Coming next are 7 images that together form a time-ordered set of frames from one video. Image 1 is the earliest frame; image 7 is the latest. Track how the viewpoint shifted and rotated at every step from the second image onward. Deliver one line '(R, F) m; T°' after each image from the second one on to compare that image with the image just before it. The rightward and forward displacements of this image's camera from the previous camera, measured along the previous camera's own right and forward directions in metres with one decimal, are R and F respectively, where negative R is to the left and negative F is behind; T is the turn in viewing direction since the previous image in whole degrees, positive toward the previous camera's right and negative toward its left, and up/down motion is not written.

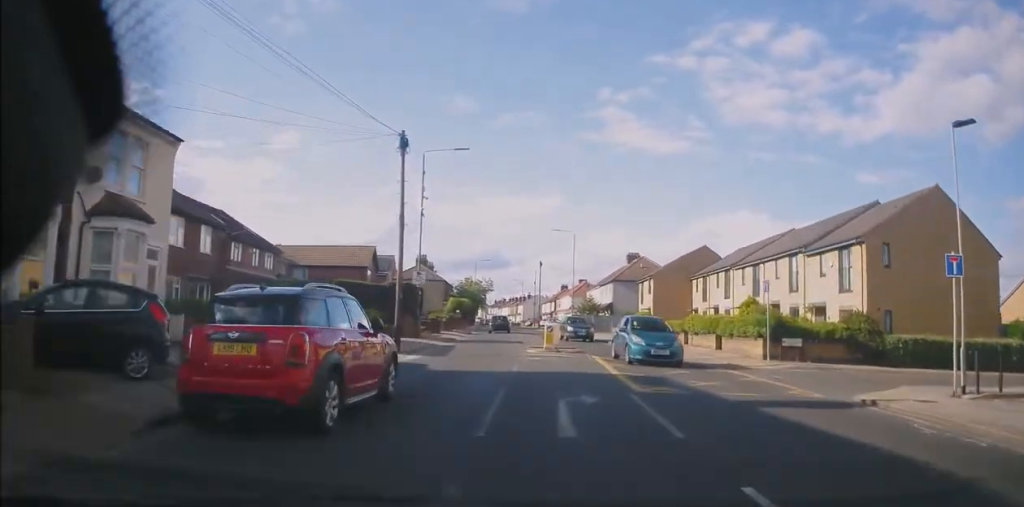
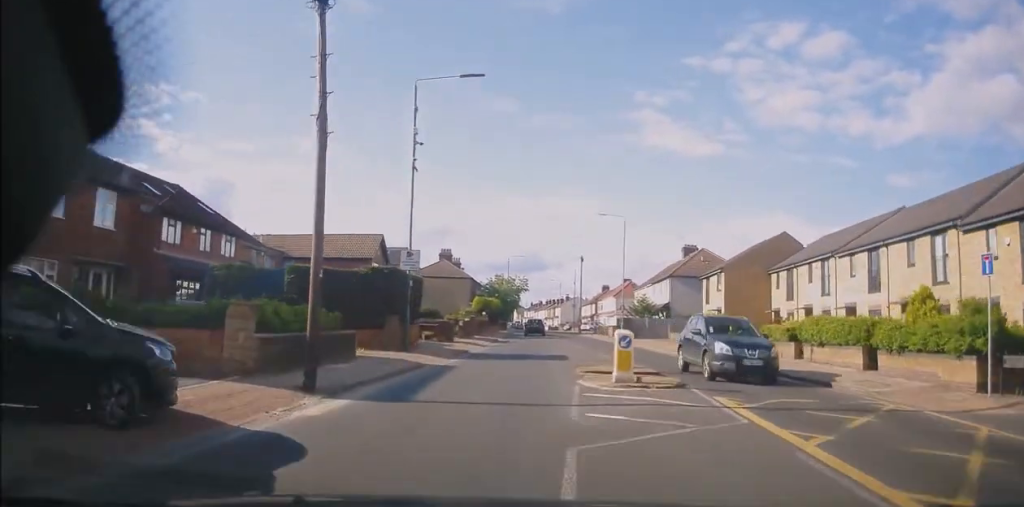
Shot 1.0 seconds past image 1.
(-0.3, +10.7) m; -2°
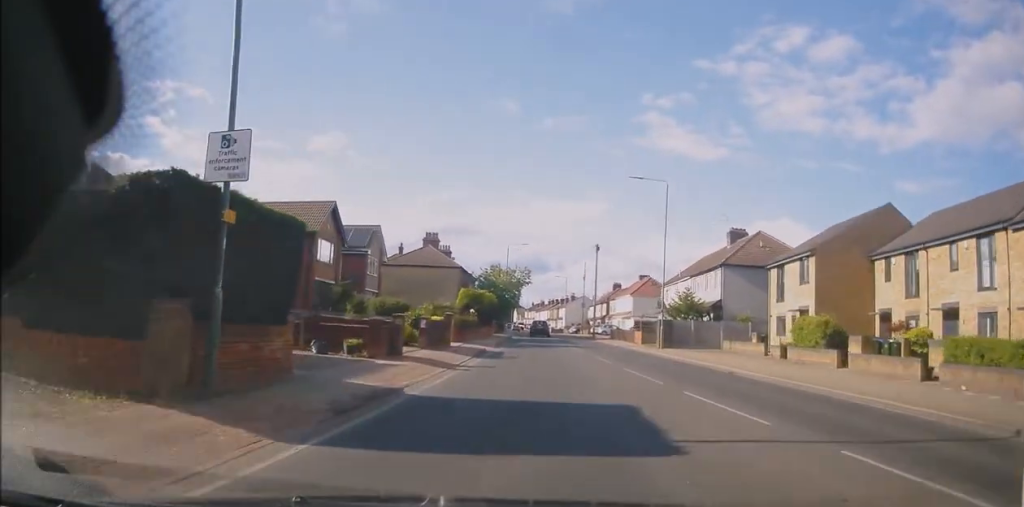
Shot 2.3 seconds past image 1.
(0.0, +13.5) m; 0°
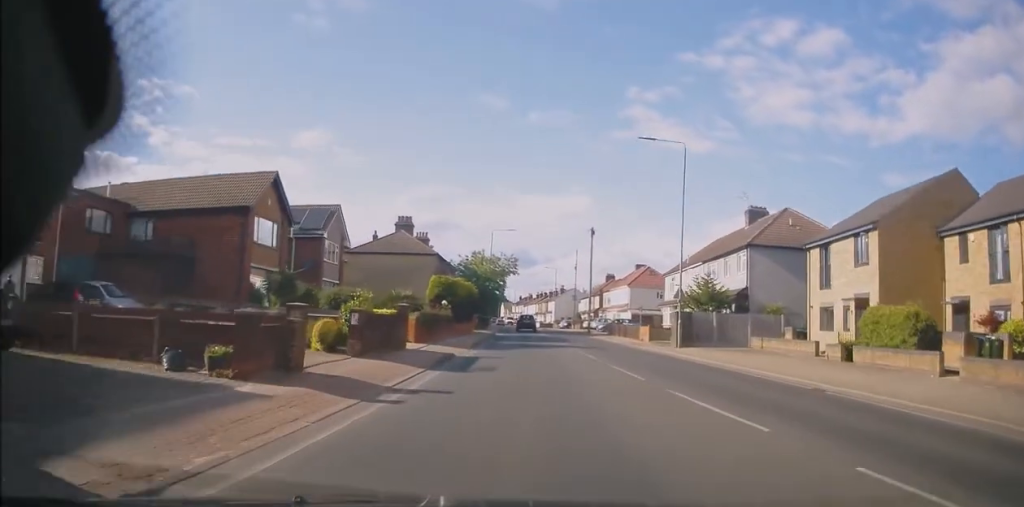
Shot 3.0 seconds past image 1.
(0.0, +6.9) m; 0°
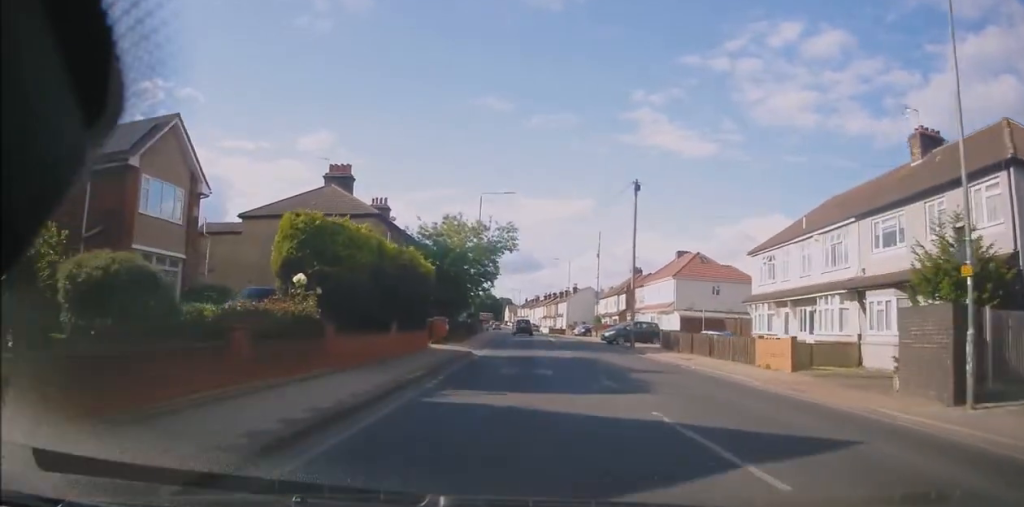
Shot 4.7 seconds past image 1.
(0.0, +20.4) m; -1°
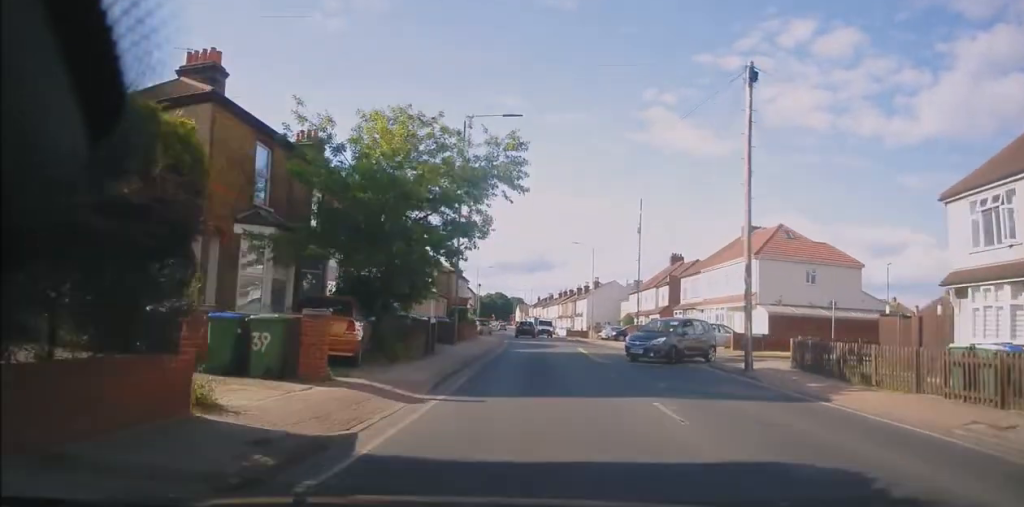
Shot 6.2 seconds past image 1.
(-0.3, +17.0) m; 0°
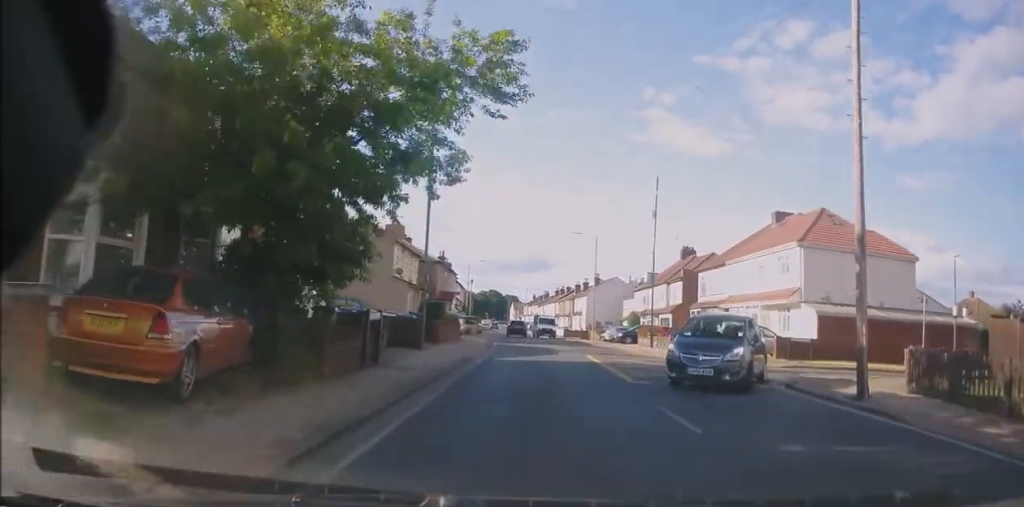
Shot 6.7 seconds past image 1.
(+0.2, +6.8) m; +1°
